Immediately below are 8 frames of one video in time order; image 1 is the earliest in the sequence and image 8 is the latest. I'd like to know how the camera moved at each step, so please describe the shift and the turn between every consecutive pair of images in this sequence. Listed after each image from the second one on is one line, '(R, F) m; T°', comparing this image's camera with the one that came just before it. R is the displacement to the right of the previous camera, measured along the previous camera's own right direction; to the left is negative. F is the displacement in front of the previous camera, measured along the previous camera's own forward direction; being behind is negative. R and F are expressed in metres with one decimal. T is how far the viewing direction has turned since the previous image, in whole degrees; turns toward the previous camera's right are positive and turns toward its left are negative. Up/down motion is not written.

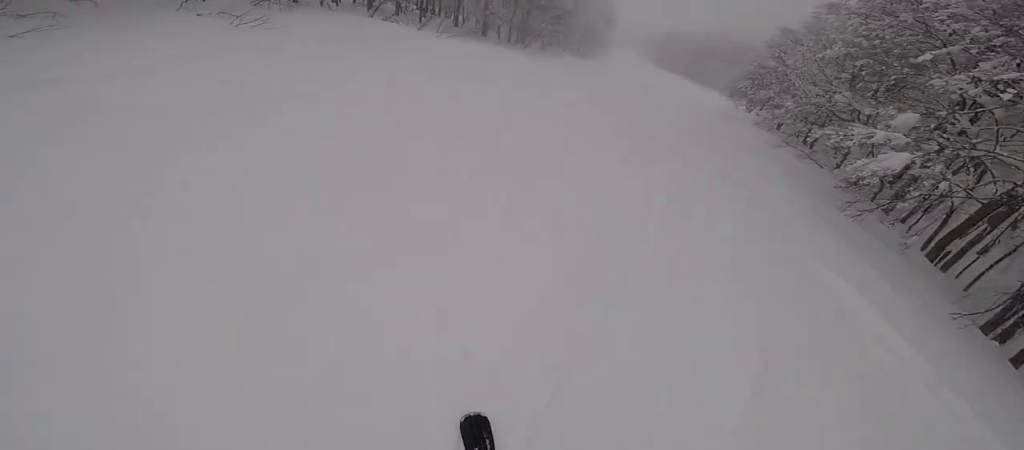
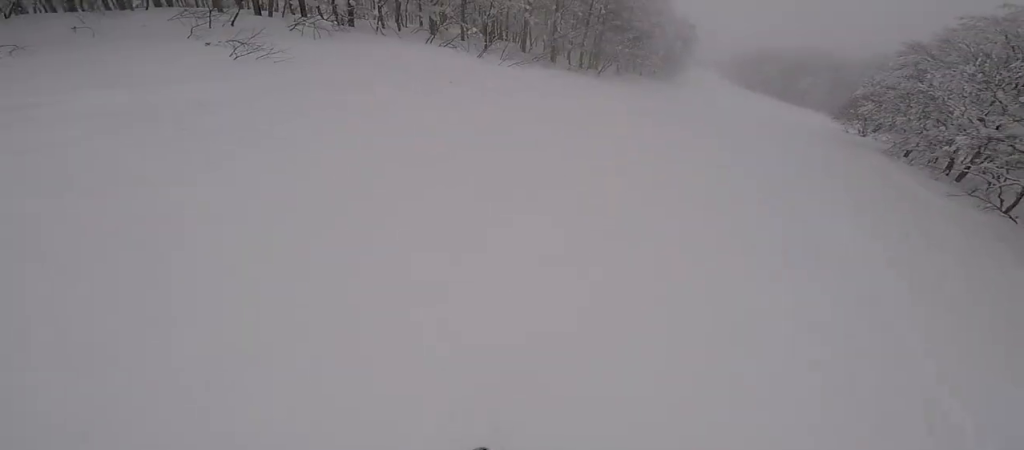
(-0.1, +3.8) m; -1°
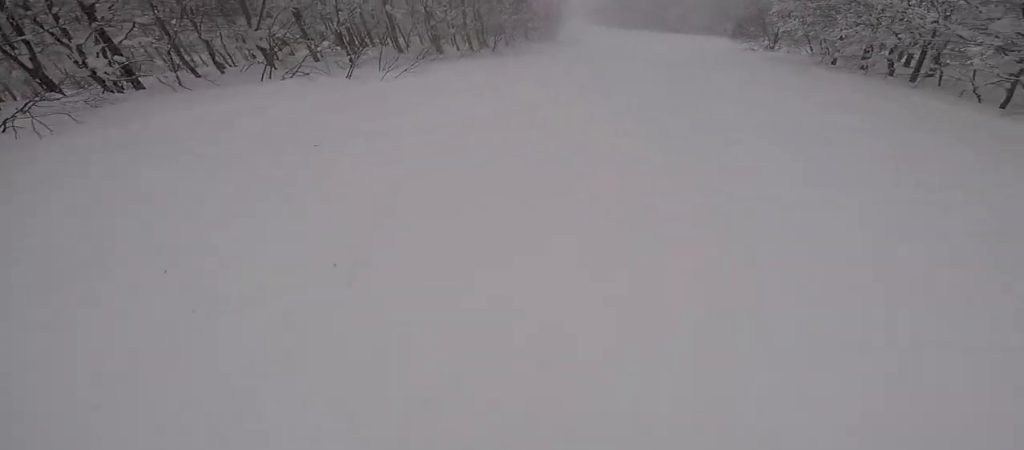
(0.0, +5.4) m; +10°
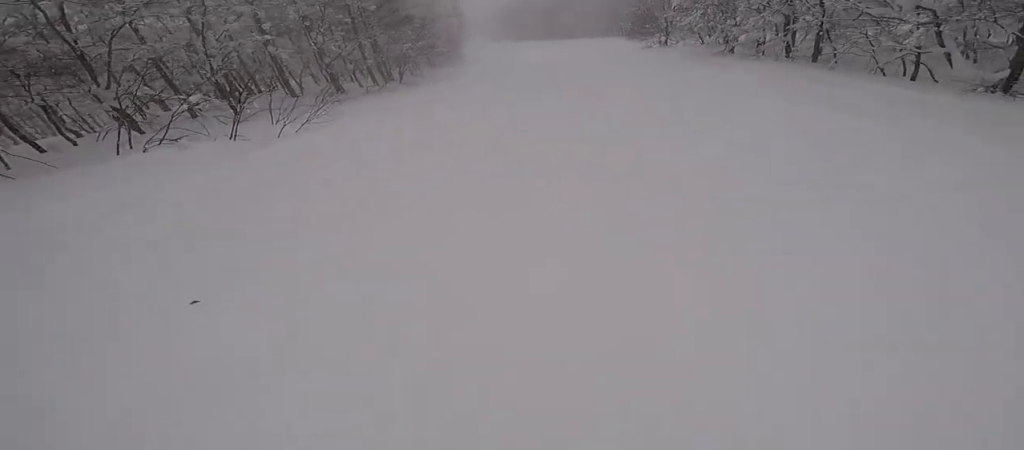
(+0.4, +2.8) m; +9°
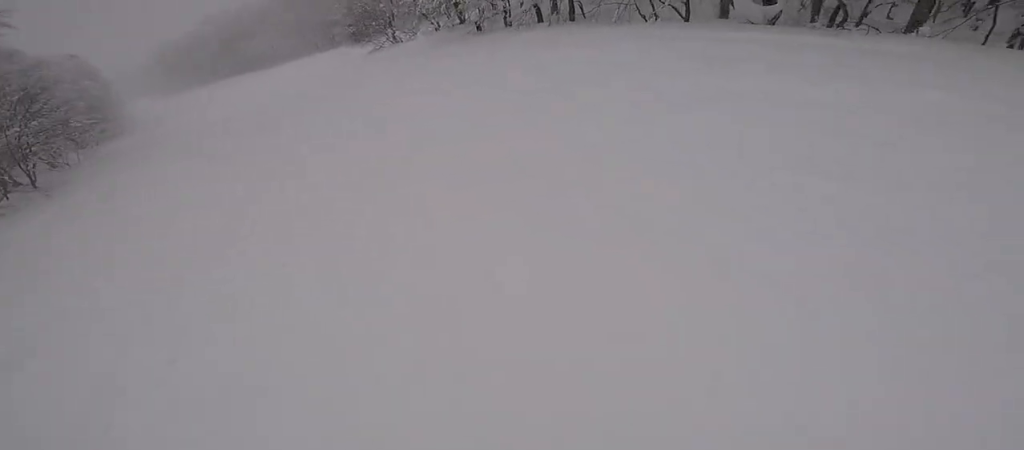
(+1.3, +6.5) m; +21°
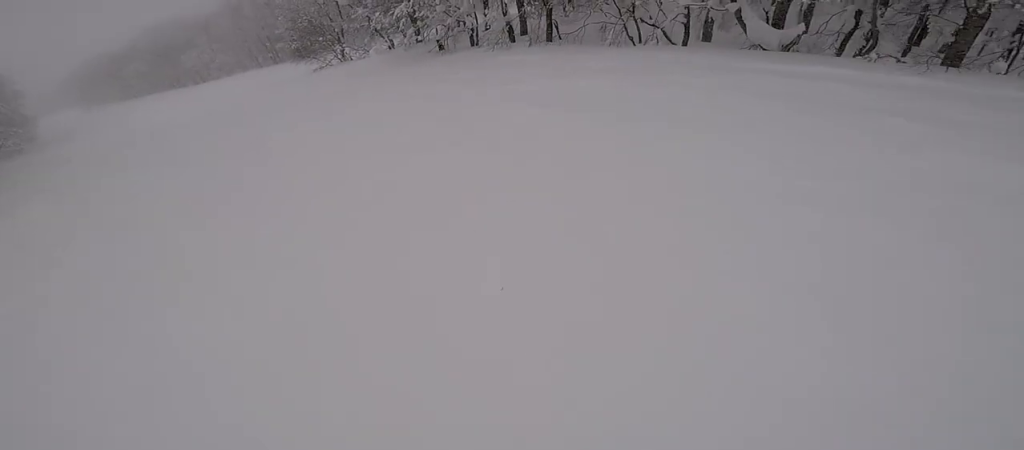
(+0.1, +3.4) m; +9°
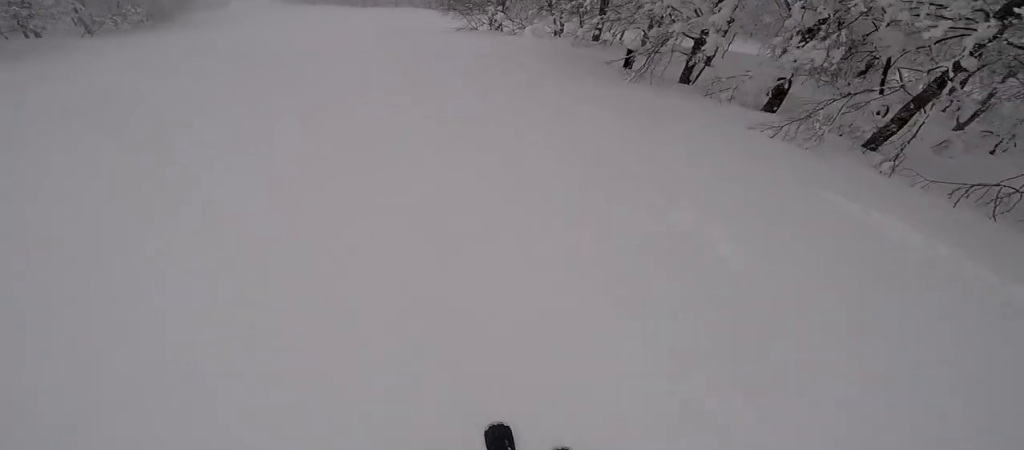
(+1.3, +9.6) m; -1°
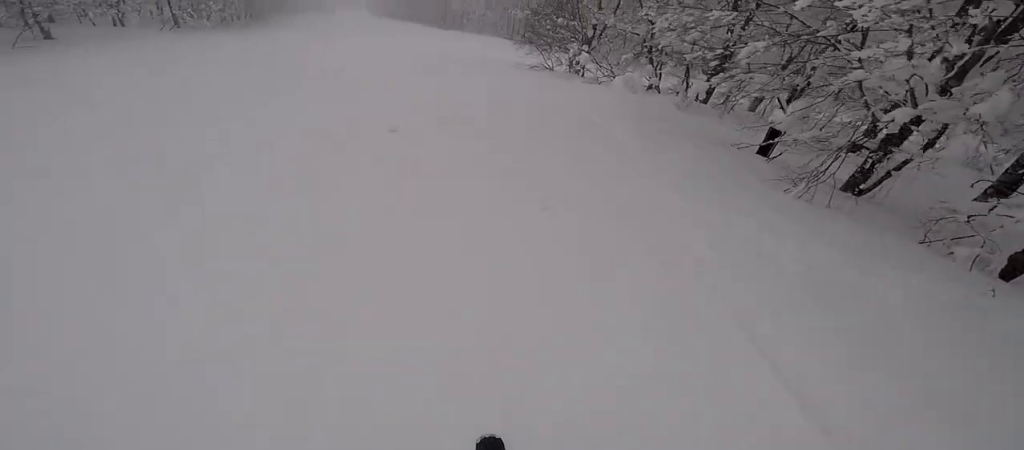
(+0.5, +4.1) m; -11°
